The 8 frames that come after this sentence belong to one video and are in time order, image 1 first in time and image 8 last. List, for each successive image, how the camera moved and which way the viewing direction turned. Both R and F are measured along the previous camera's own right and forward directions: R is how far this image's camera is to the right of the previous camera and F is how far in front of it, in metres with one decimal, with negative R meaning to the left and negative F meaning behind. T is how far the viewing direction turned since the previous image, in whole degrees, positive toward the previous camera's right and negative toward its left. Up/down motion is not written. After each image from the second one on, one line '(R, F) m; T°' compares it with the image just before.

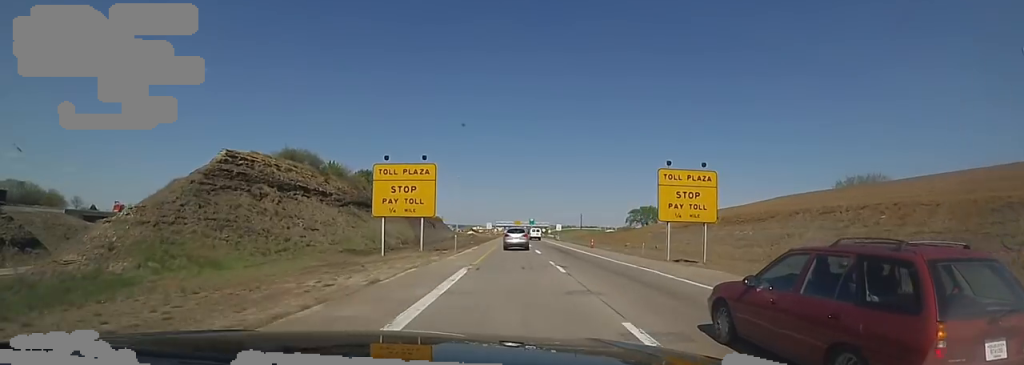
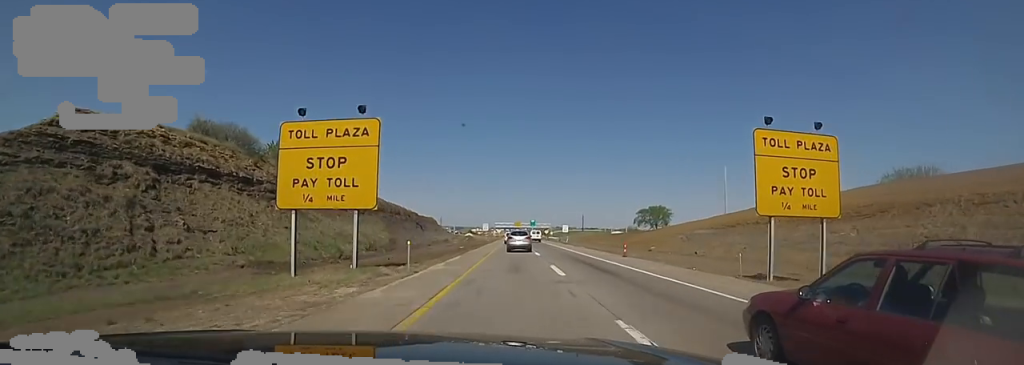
(+0.1, +14.8) m; -2°
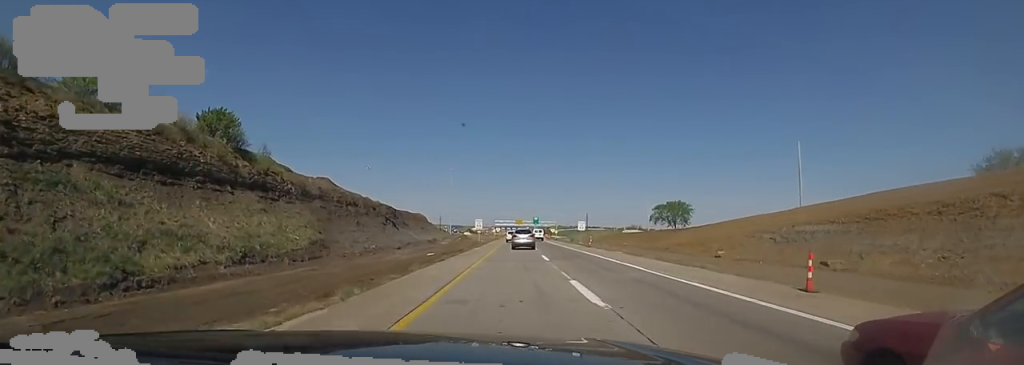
(-1.0, +22.5) m; -1°
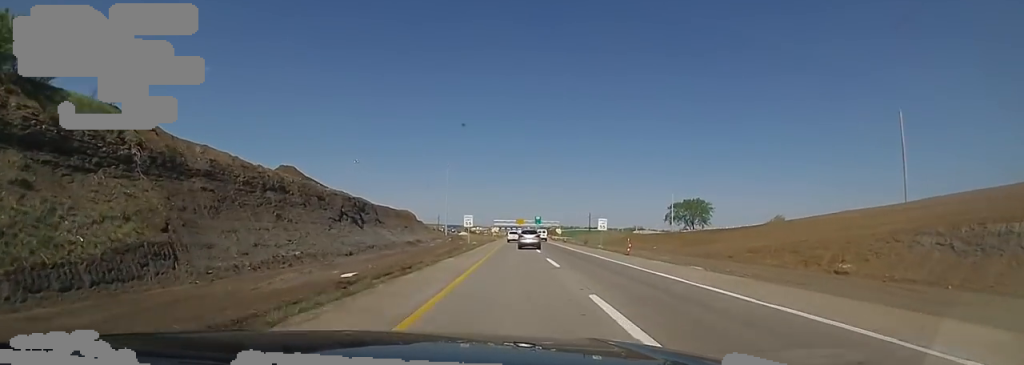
(+0.2, +18.2) m; 0°
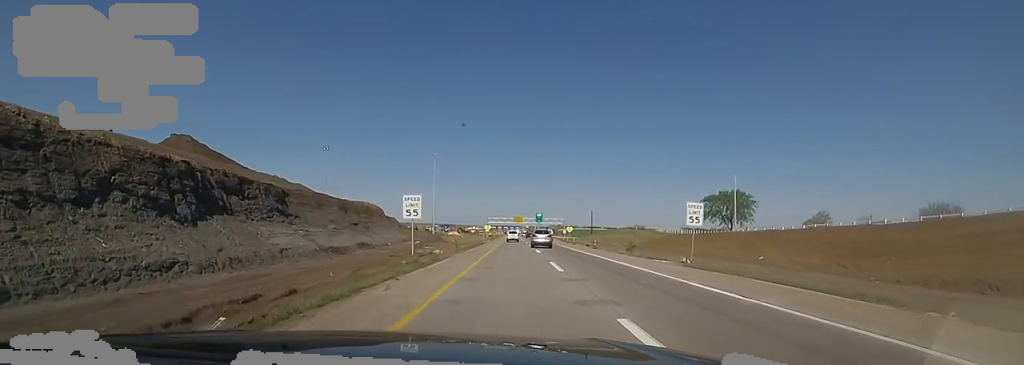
(-0.3, +31.5) m; 0°
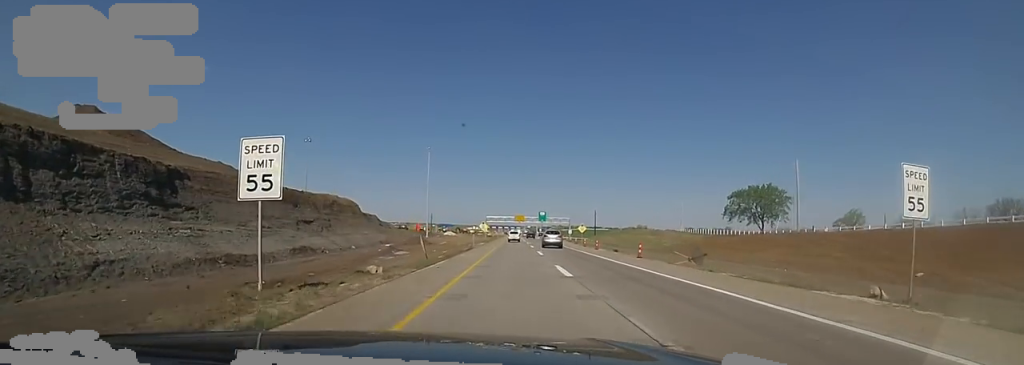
(+0.3, +17.3) m; 0°
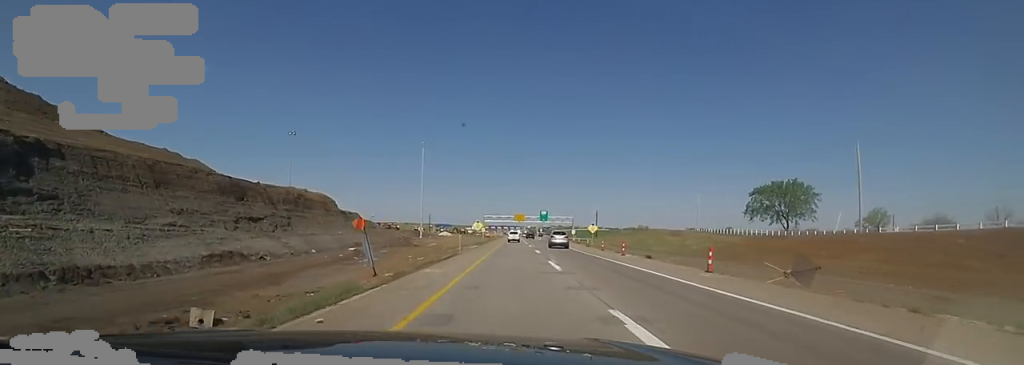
(+0.7, +11.8) m; 0°
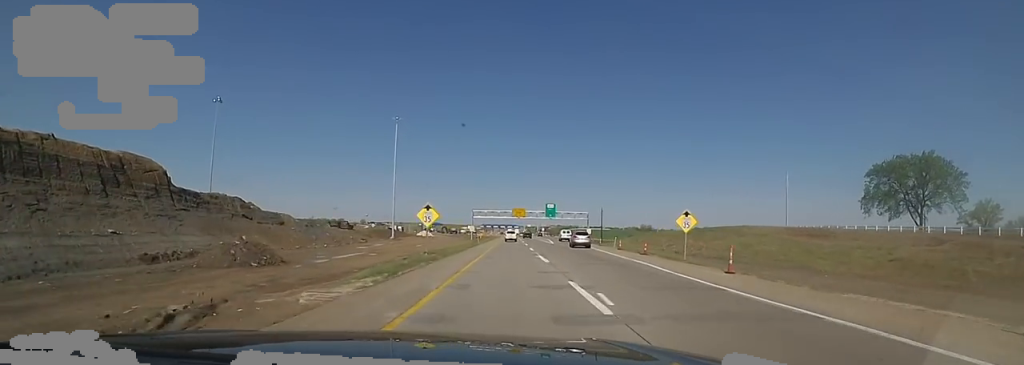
(-0.3, +40.5) m; 0°
